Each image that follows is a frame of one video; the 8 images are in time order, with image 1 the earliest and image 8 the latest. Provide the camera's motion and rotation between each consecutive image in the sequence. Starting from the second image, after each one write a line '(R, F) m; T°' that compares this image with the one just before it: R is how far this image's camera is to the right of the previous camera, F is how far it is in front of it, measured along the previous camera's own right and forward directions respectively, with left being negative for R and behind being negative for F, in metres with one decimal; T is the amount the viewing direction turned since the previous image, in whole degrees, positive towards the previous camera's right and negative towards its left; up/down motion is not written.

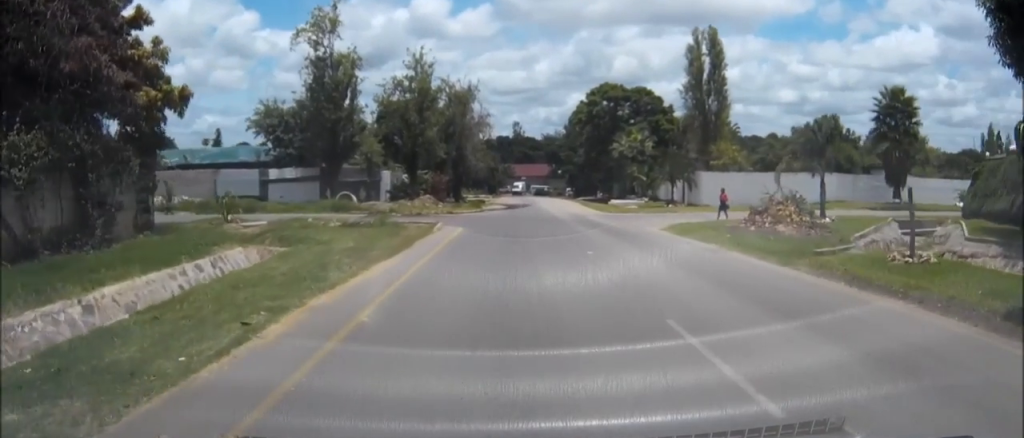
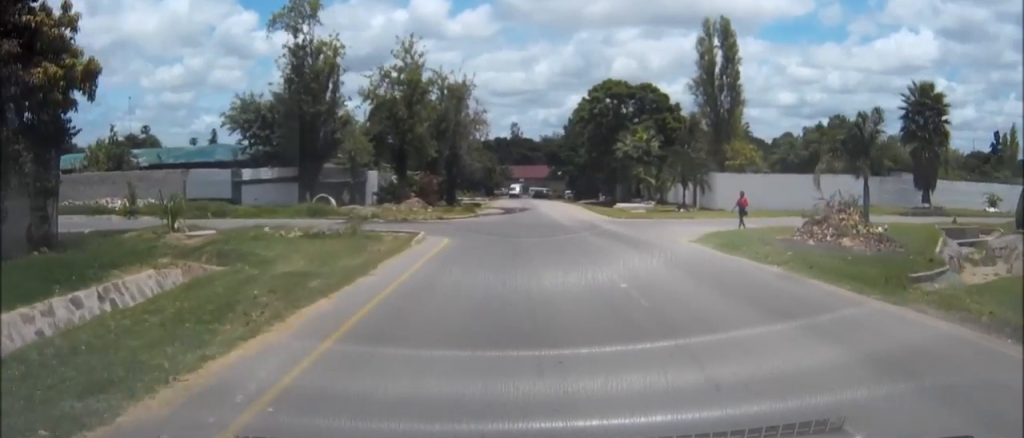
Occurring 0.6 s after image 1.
(-0.1, +4.6) m; 0°
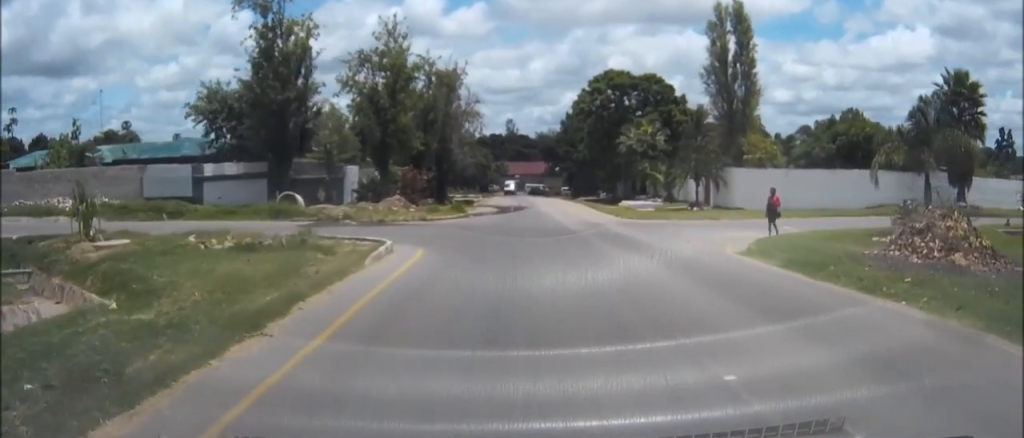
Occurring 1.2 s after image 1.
(+0.1, +5.2) m; 0°
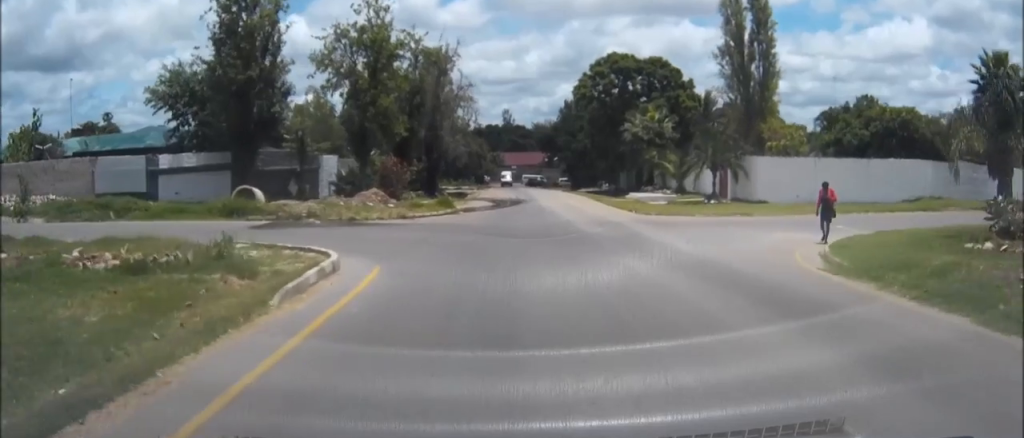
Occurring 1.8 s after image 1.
(0.0, +4.9) m; 0°
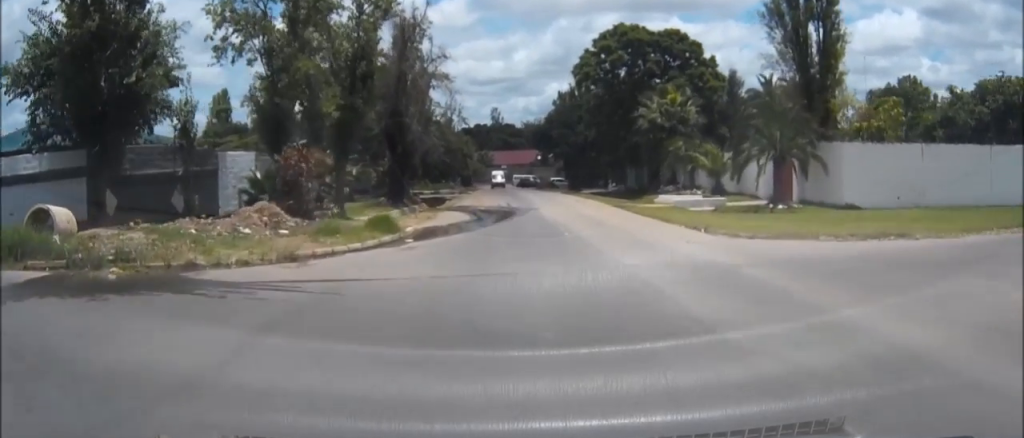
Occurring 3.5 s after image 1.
(+0.1, +13.0) m; +1°
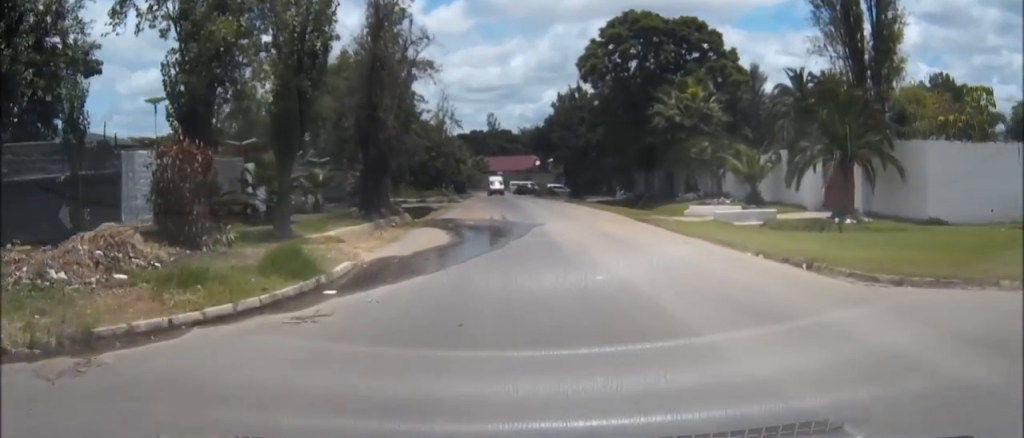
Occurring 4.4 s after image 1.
(-0.1, +7.2) m; 0°
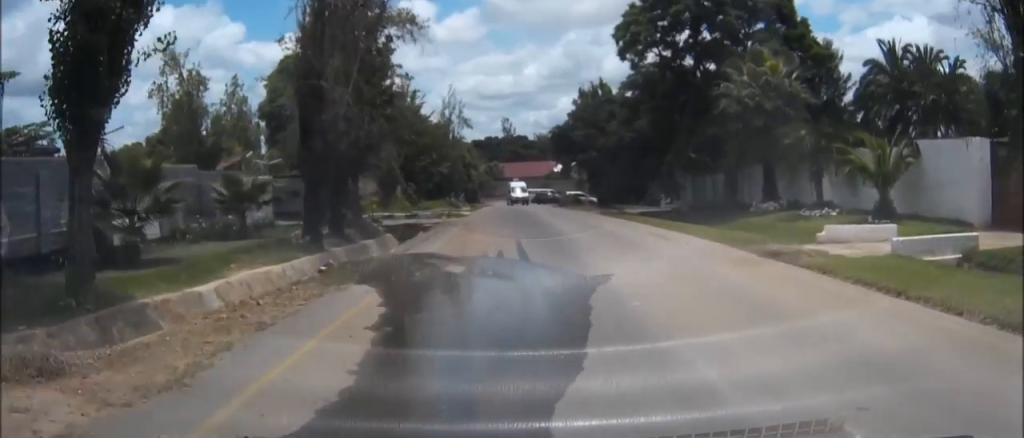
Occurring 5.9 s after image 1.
(-0.1, +12.3) m; -1°
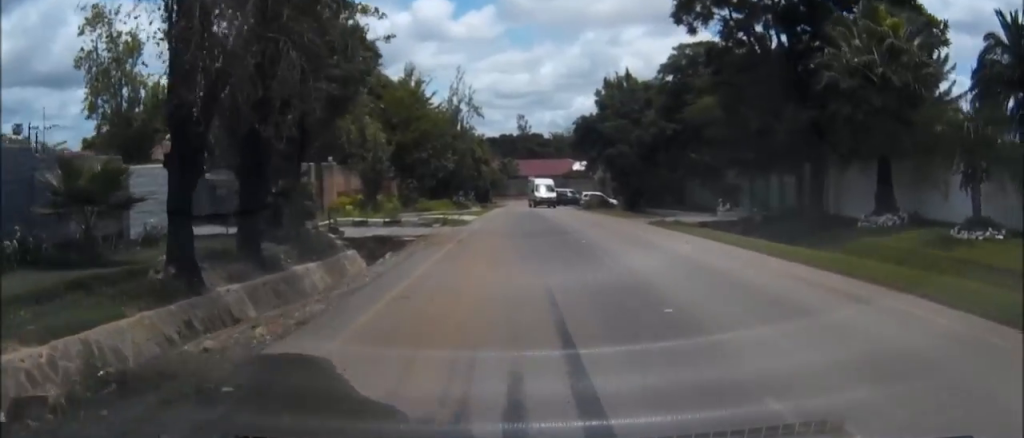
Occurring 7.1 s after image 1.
(-0.2, +10.7) m; 0°
